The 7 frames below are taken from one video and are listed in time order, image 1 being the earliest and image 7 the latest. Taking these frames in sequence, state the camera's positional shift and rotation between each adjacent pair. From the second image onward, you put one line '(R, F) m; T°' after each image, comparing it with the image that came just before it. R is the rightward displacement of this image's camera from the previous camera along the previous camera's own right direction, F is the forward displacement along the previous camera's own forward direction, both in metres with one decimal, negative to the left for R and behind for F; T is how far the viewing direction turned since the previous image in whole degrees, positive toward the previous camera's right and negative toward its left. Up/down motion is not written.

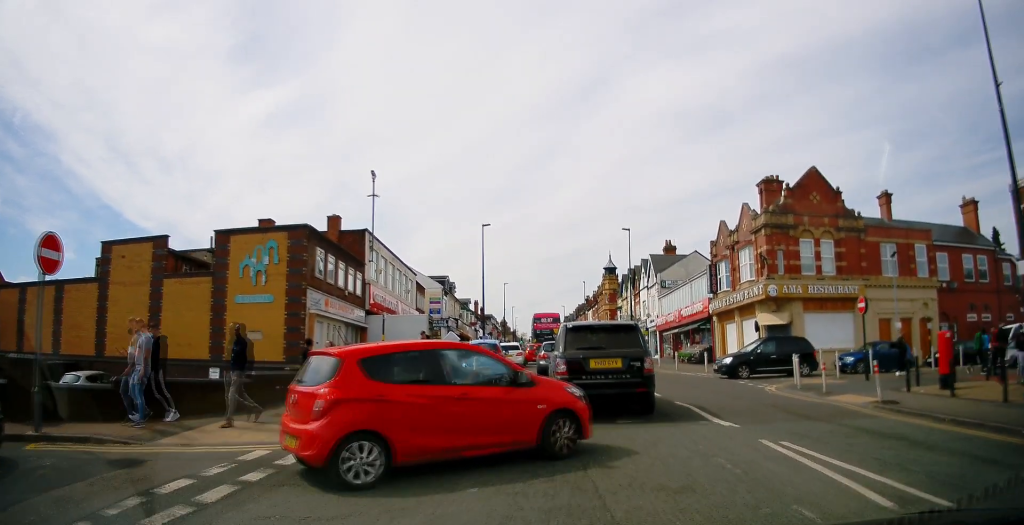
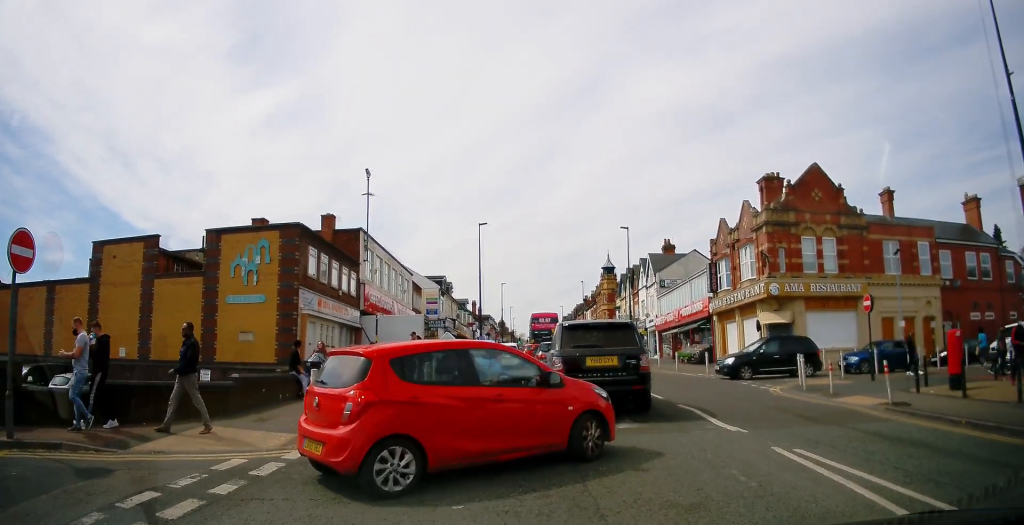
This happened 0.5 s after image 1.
(-0.1, +0.3) m; 0°
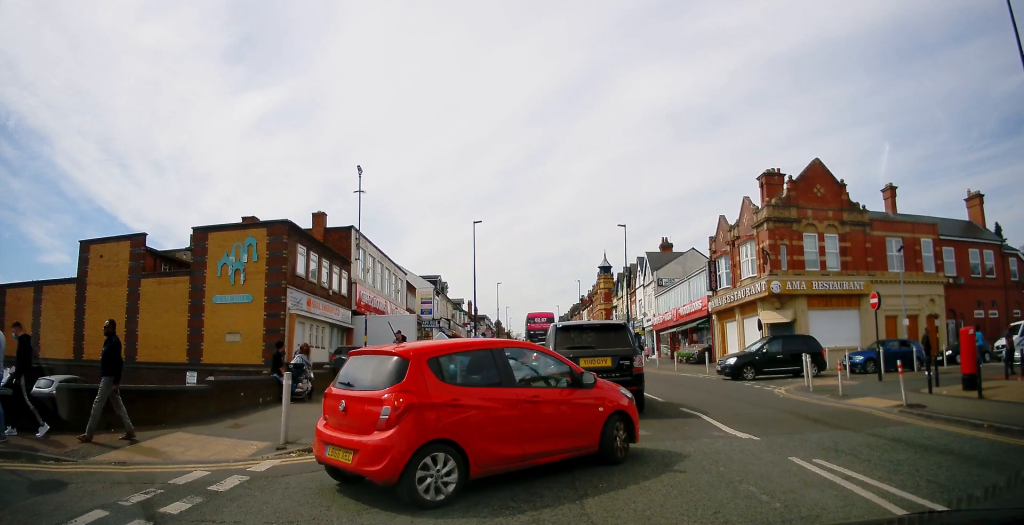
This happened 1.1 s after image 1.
(-0.1, +0.5) m; 0°
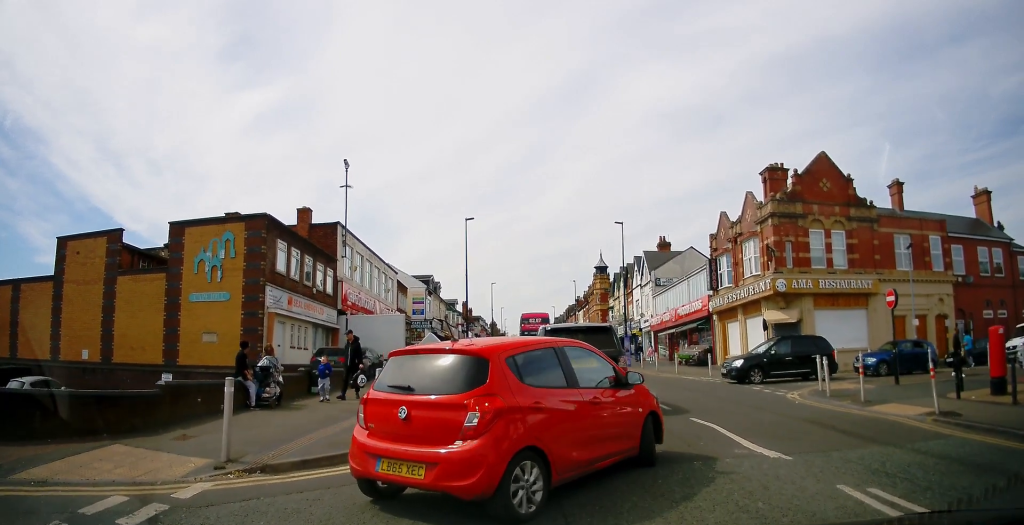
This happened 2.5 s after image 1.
(-0.3, +1.1) m; 0°
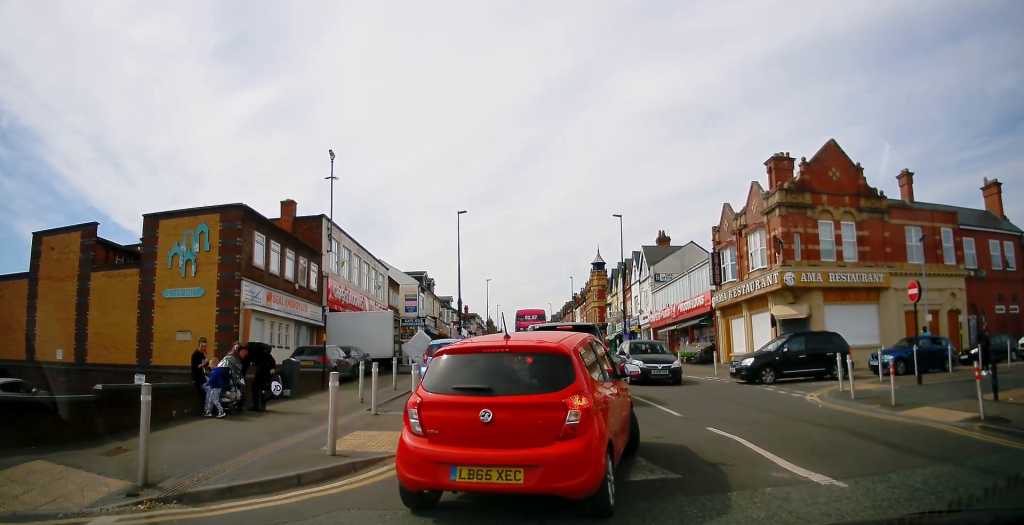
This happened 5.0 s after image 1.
(0.0, +1.9) m; 0°
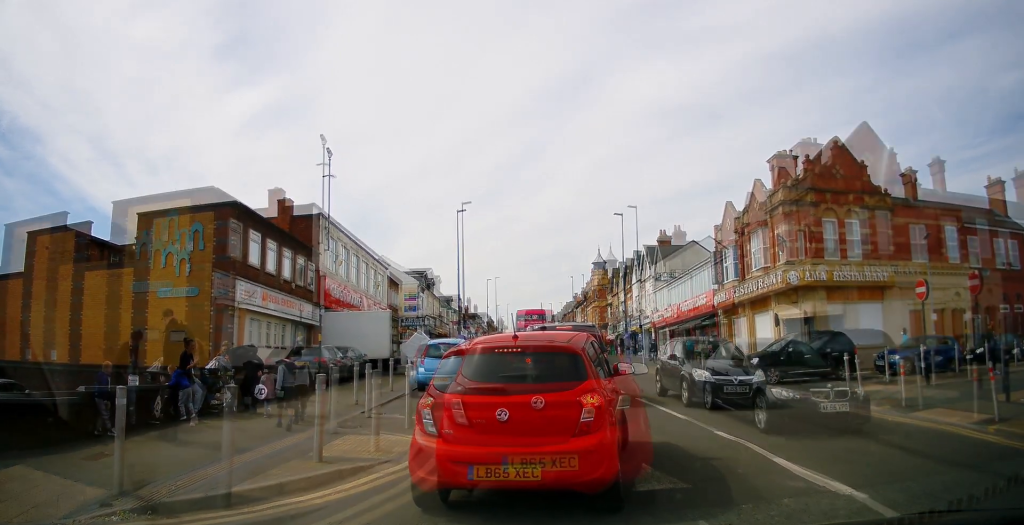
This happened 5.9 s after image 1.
(+0.3, +0.6) m; 0°
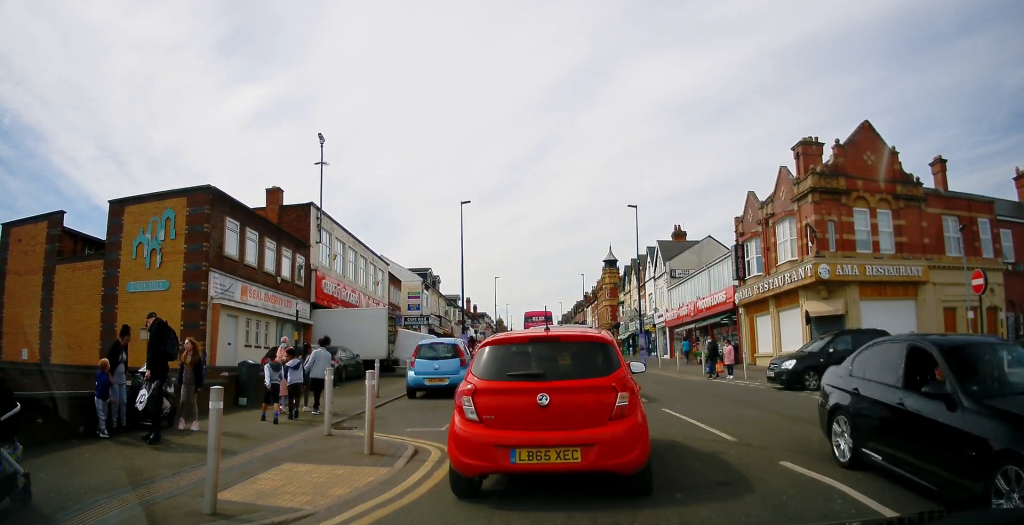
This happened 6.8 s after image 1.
(+0.1, +0.4) m; 0°
